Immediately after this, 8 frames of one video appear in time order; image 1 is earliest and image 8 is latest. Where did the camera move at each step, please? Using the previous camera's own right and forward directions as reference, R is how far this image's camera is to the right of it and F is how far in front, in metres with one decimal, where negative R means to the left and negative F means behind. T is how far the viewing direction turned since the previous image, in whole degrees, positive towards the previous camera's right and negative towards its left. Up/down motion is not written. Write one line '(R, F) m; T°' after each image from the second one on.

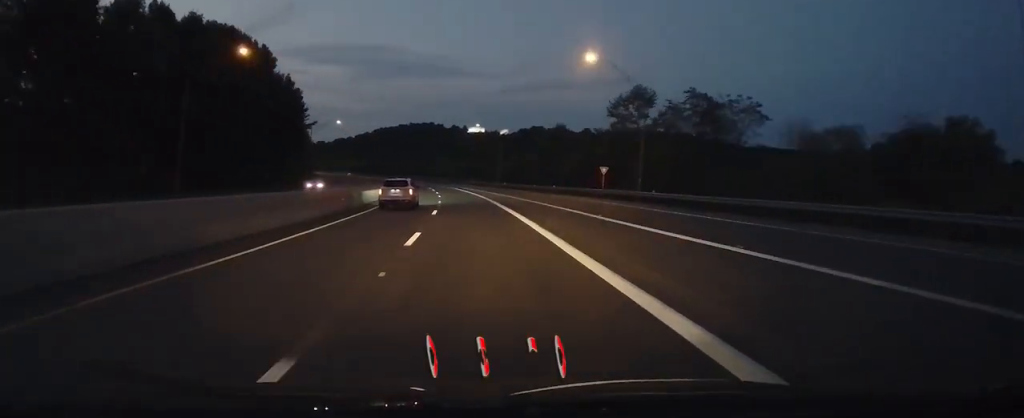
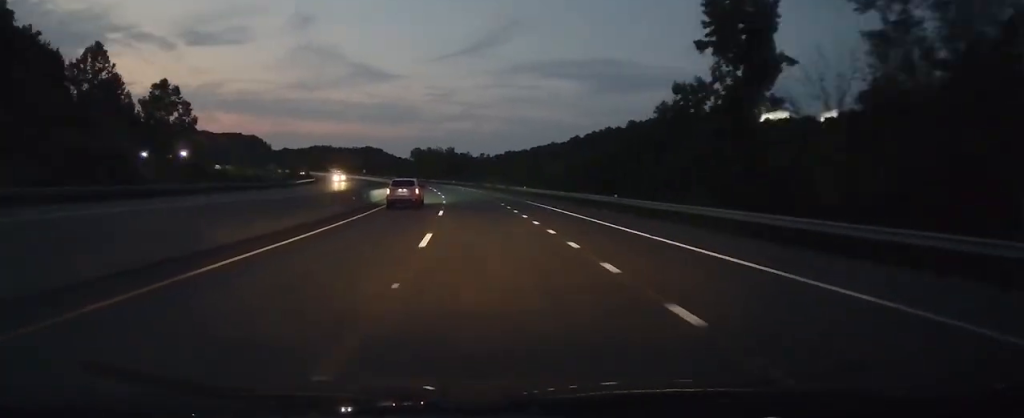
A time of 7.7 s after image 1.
(-51.2, +236.9) m; -24°
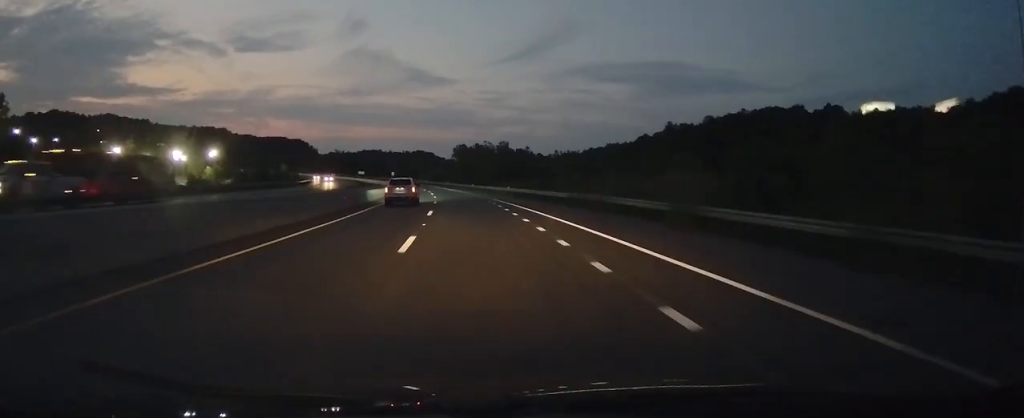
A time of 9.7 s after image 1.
(-2.7, +62.5) m; -6°
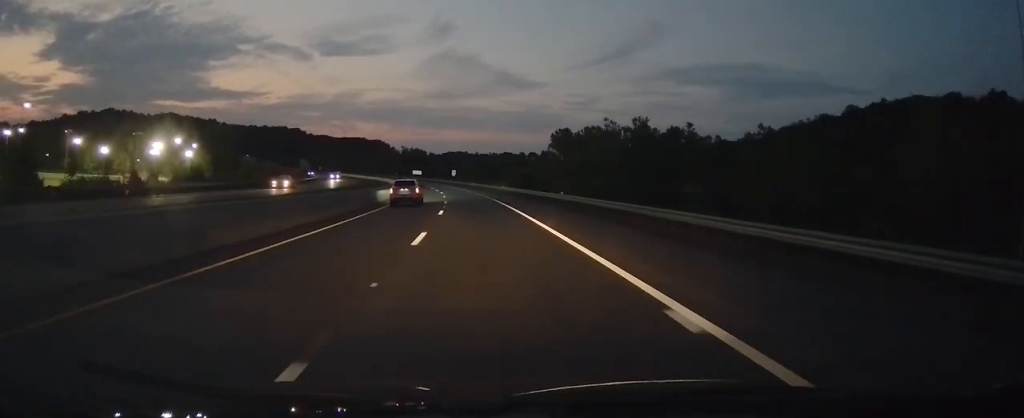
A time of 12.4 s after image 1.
(-4.9, +84.6) m; -8°
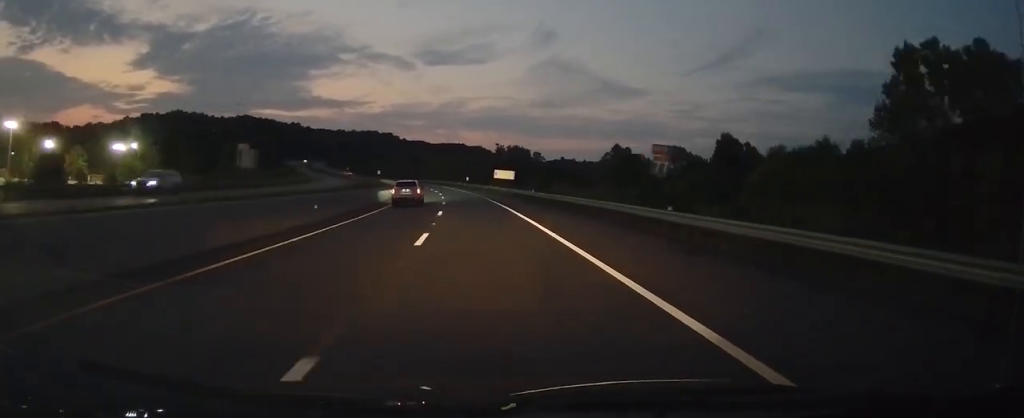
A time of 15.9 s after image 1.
(-11.7, +110.8) m; -10°
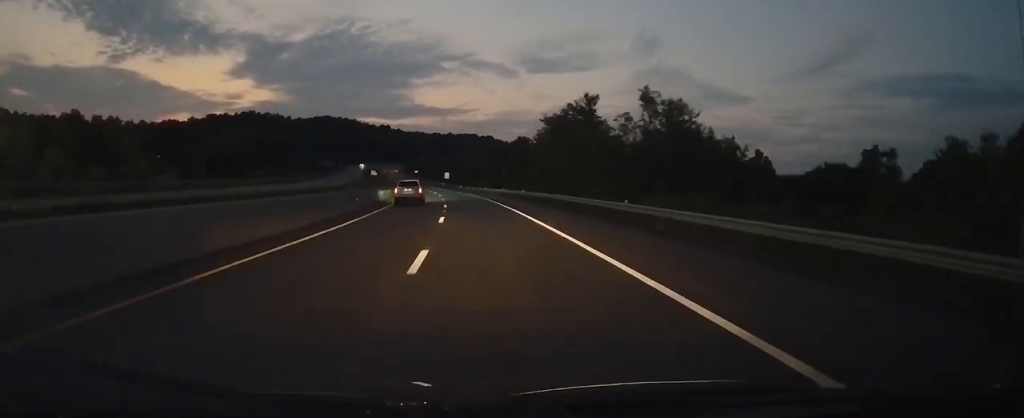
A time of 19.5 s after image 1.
(-10.9, +115.3) m; -10°
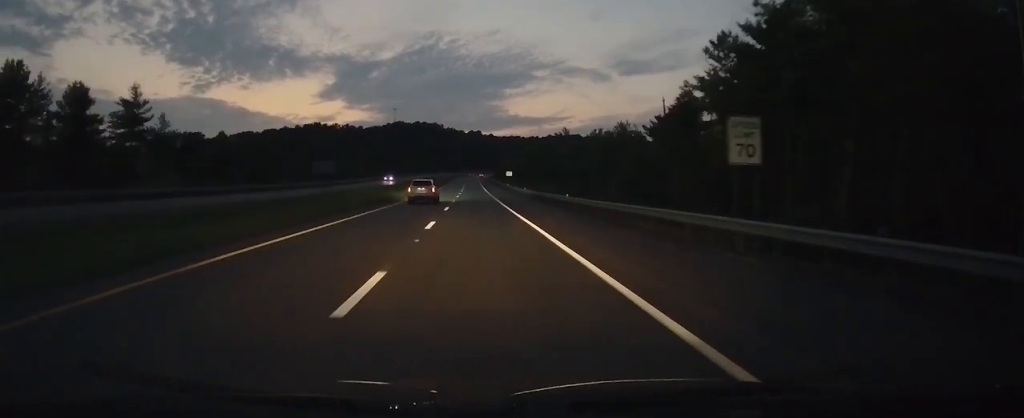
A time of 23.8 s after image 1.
(-12.1, +134.6) m; -7°
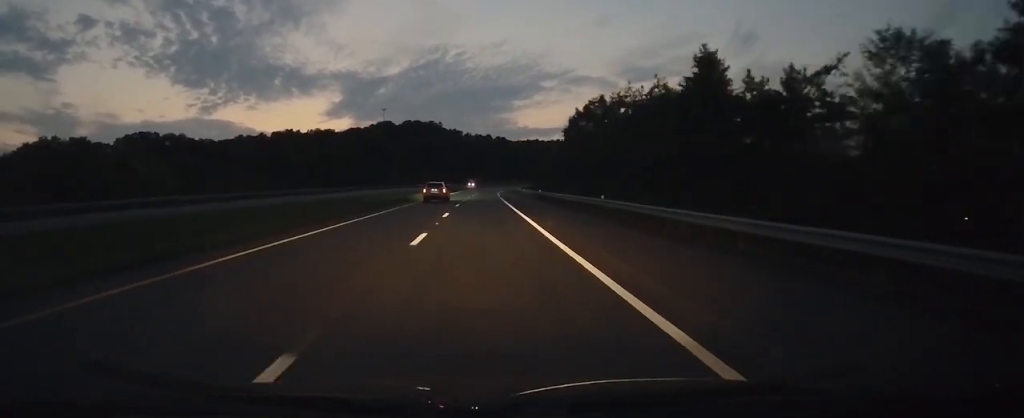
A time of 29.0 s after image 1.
(-3.8, +162.5) m; +1°
